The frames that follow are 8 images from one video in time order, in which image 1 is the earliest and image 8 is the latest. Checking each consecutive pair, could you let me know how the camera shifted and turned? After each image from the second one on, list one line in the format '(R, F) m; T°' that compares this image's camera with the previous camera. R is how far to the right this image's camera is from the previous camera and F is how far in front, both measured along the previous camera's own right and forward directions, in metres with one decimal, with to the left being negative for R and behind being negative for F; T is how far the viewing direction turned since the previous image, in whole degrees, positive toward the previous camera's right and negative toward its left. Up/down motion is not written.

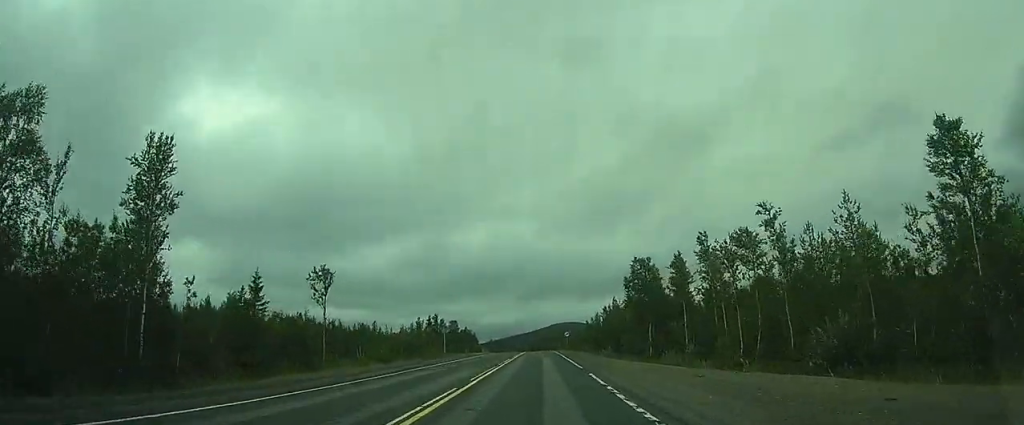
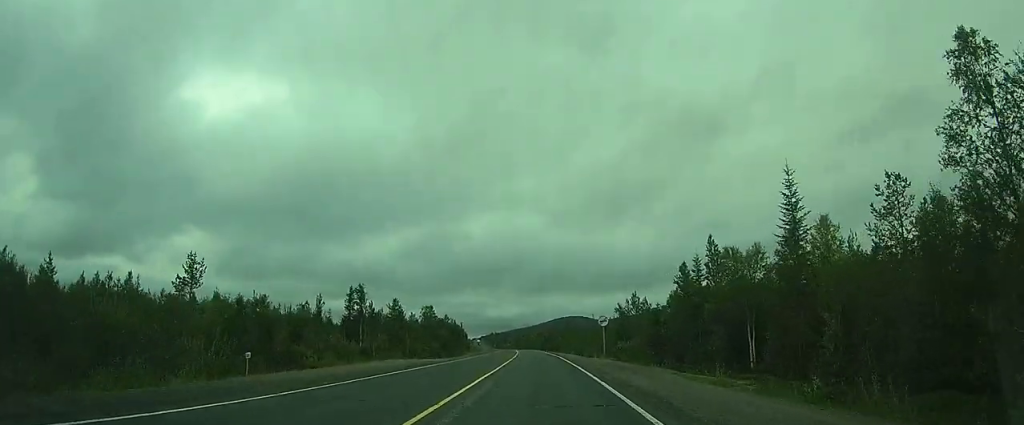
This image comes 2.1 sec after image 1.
(+0.3, +48.2) m; 0°
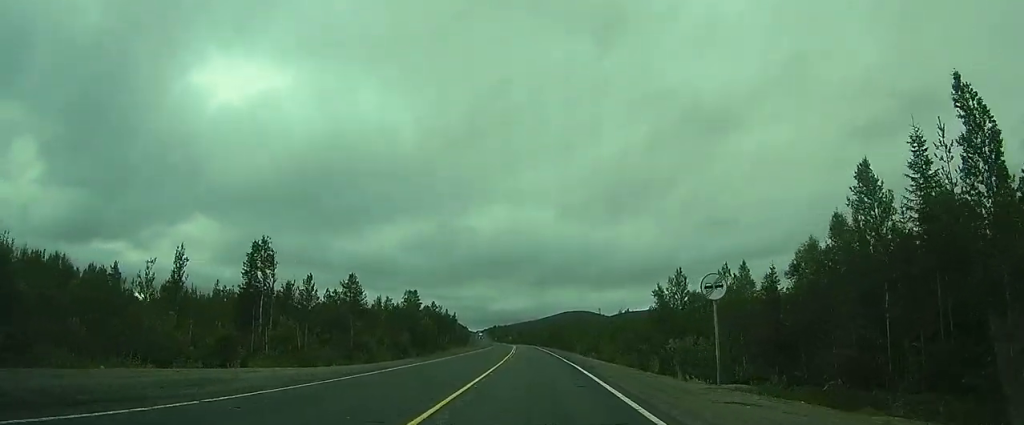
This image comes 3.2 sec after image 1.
(-0.2, +24.1) m; 0°
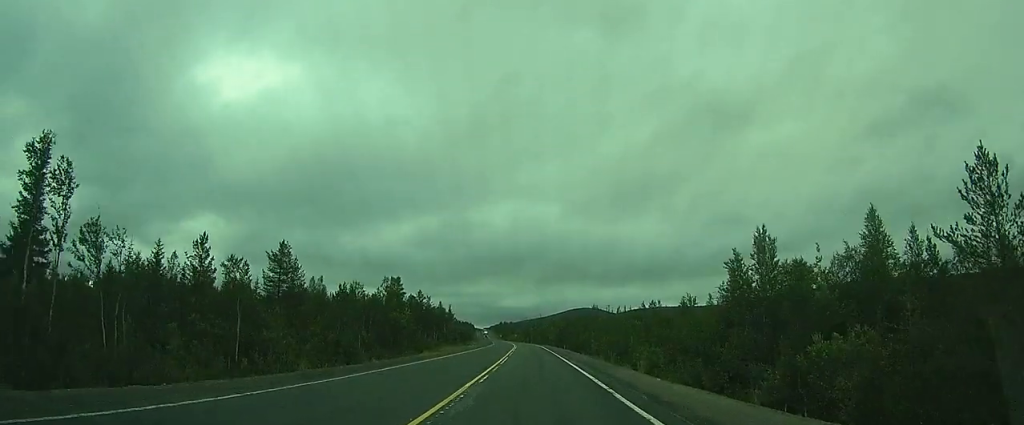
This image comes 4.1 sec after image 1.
(0.0, +21.2) m; 0°
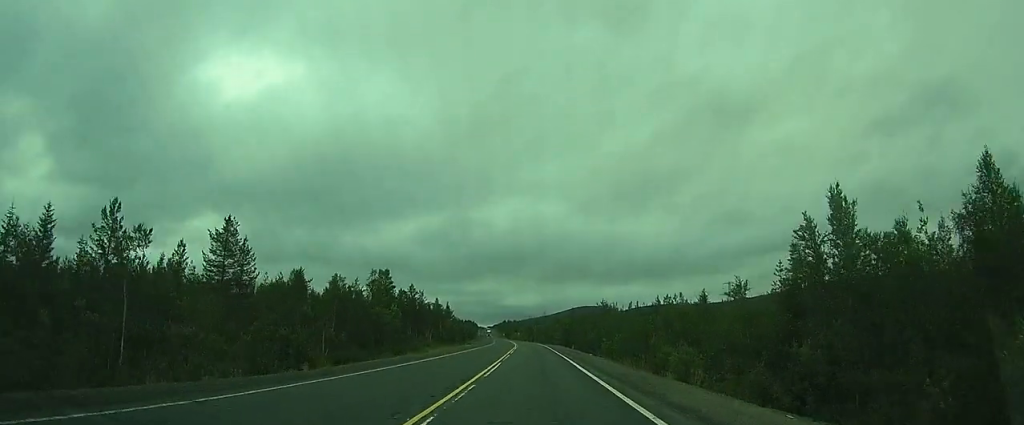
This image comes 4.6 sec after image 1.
(0.0, +9.9) m; 0°
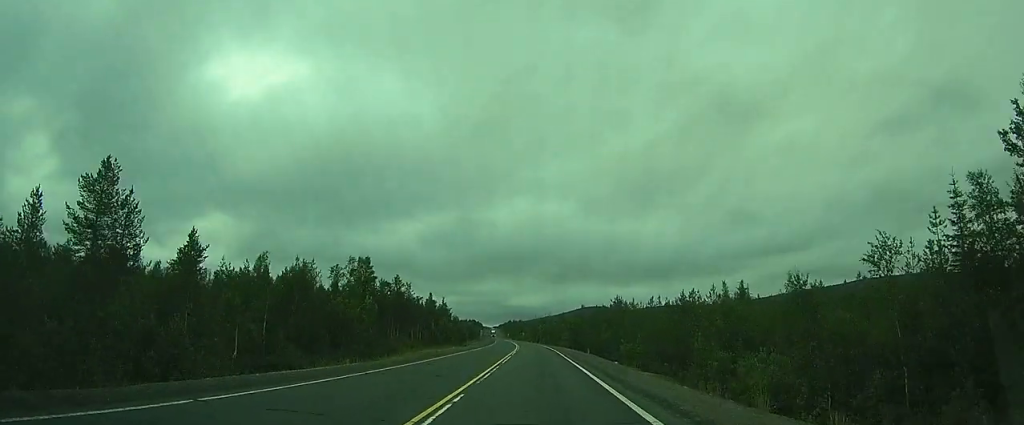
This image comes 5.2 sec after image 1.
(0.0, +13.7) m; -1°
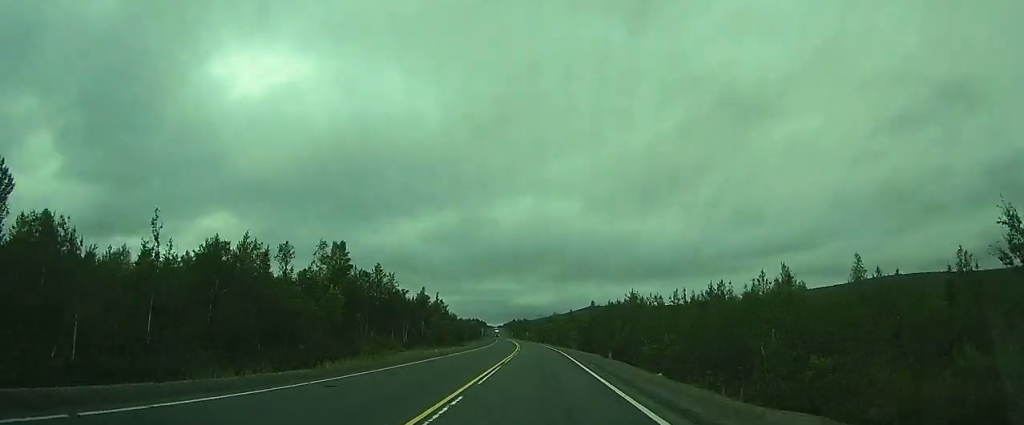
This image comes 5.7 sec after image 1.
(-0.1, +12.2) m; -1°
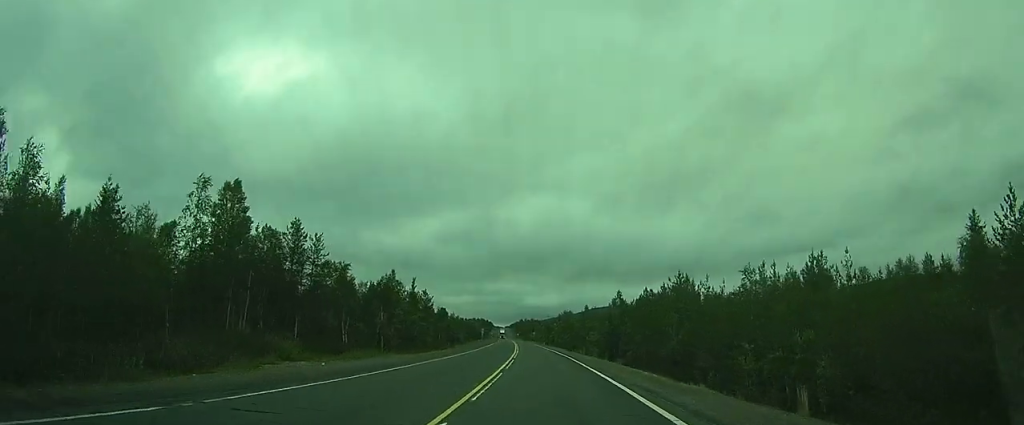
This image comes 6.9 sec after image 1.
(-0.4, +26.8) m; -1°
